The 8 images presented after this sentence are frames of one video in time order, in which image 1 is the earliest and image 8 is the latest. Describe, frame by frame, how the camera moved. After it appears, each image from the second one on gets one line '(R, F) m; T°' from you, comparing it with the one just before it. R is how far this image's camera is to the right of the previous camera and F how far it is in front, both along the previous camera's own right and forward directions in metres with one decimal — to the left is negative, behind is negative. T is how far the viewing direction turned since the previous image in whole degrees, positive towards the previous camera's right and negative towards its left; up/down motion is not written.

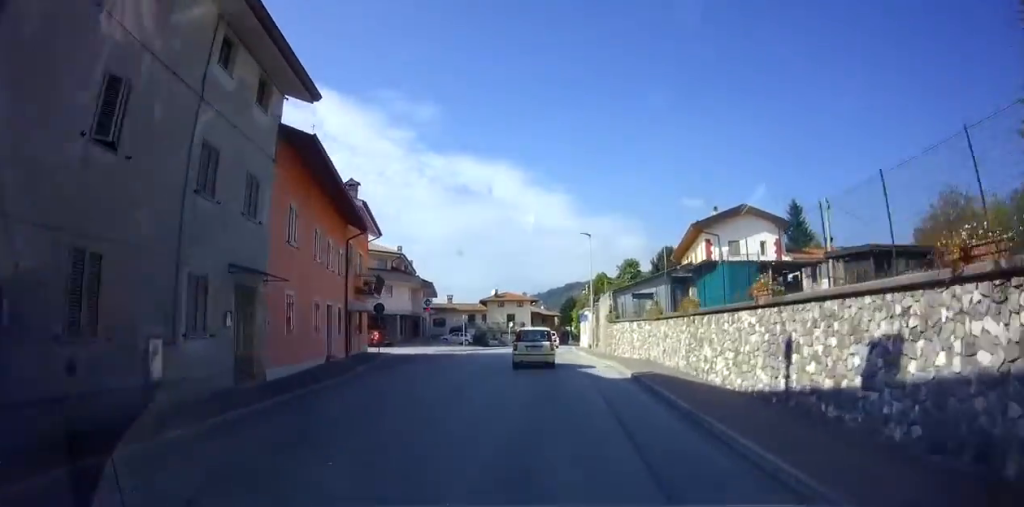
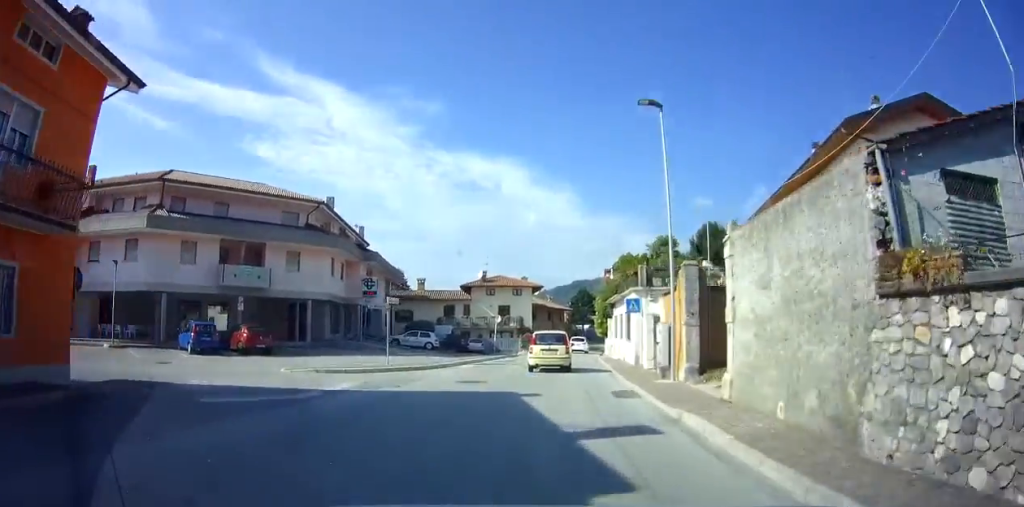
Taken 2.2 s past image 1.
(-0.8, +23.5) m; -2°
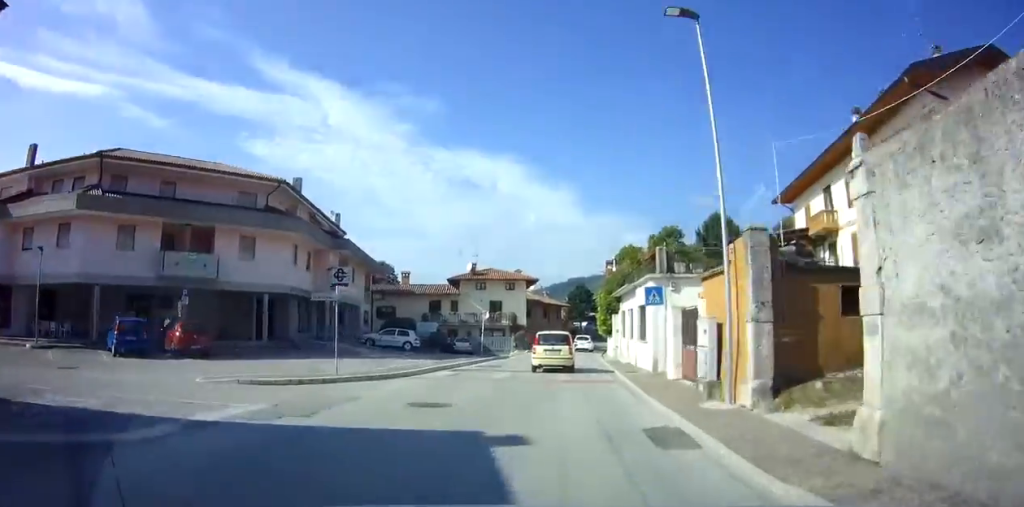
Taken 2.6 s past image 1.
(0.0, +5.0) m; 0°
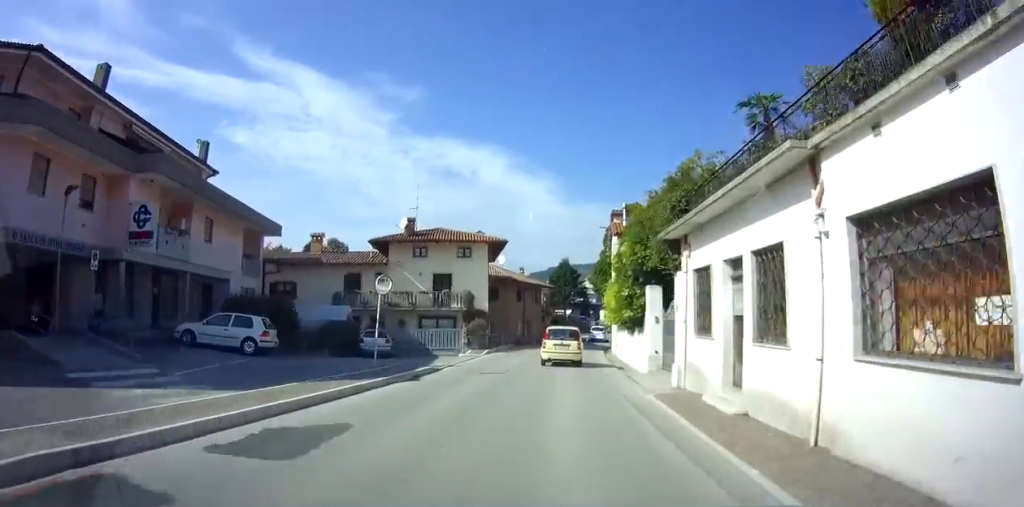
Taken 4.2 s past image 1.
(+0.1, +17.0) m; +1°
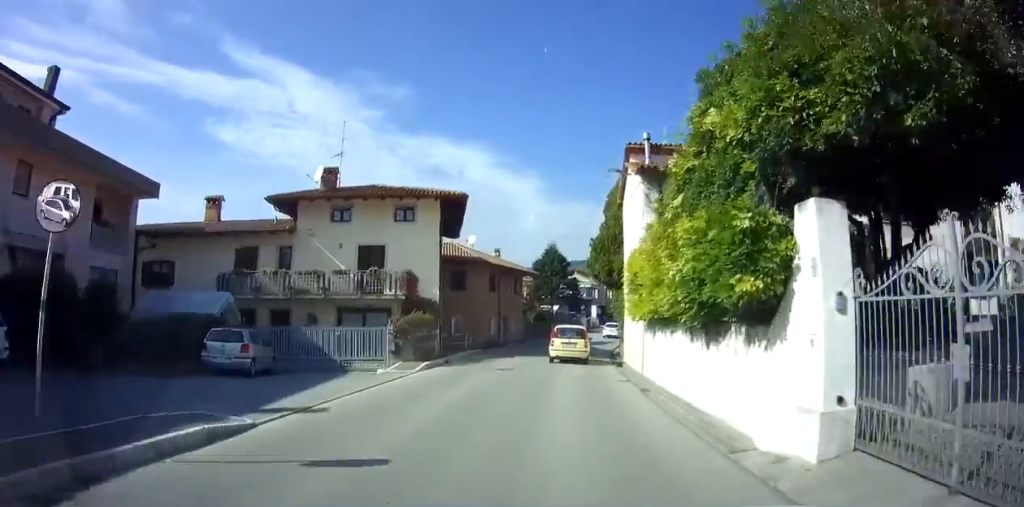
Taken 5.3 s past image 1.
(+0.1, +11.2) m; +2°
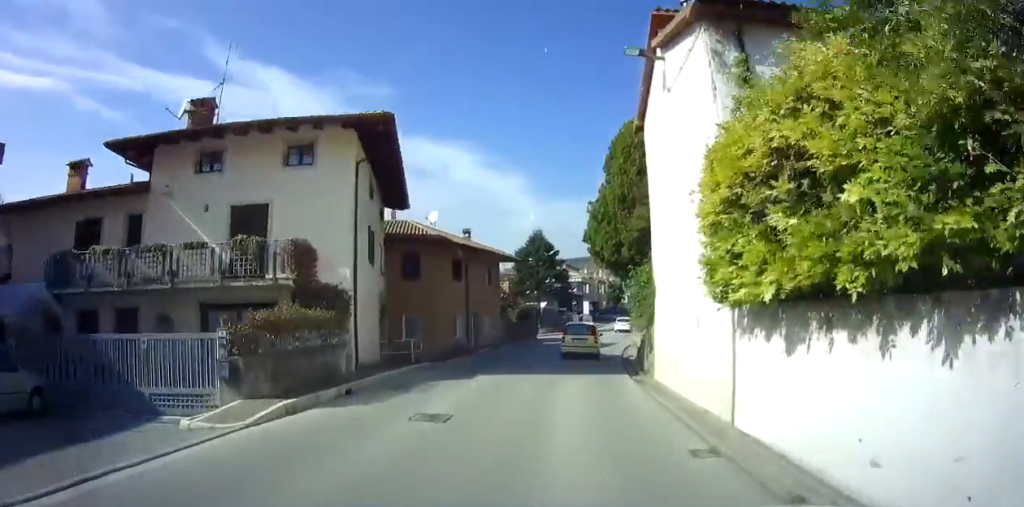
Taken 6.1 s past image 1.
(+0.2, +9.2) m; +2°
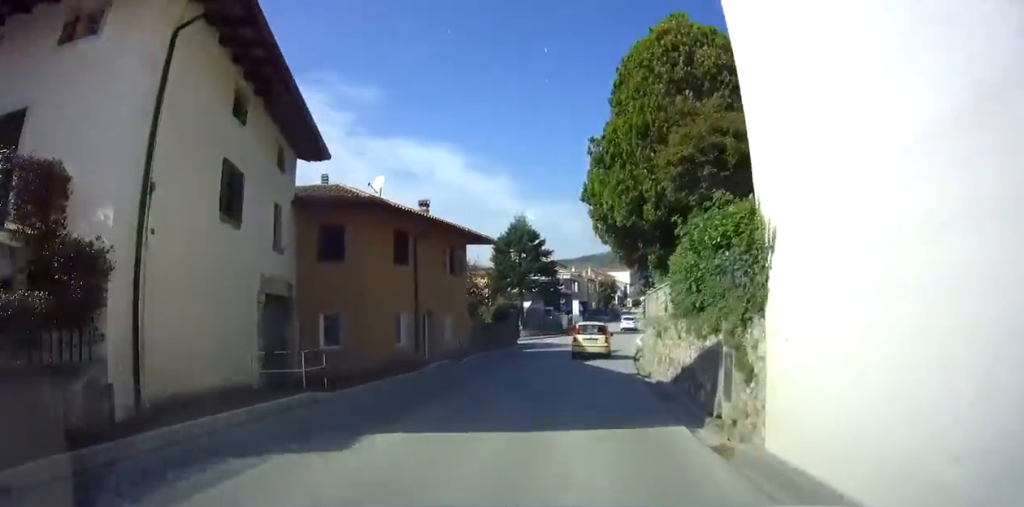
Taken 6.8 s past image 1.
(0.0, +7.8) m; +3°
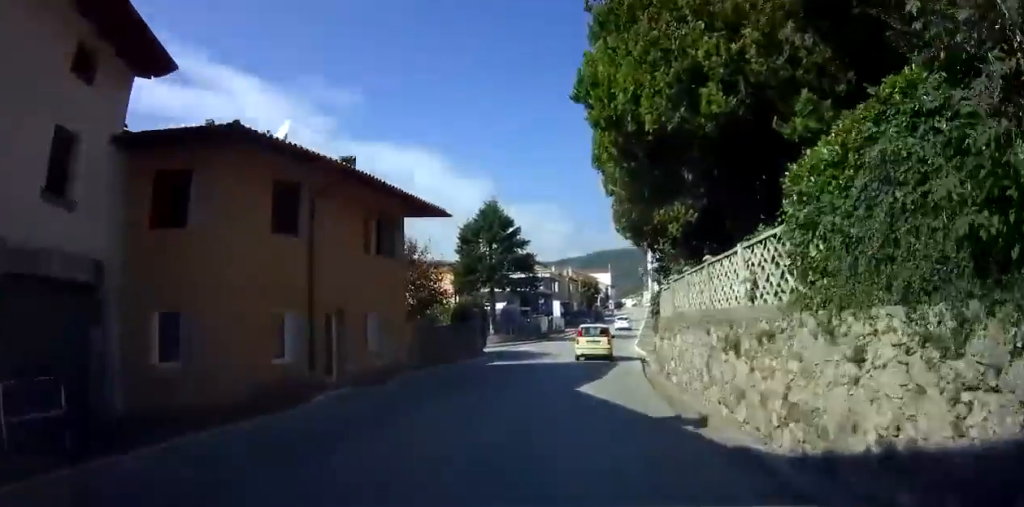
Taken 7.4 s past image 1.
(+0.2, +7.1) m; +2°
